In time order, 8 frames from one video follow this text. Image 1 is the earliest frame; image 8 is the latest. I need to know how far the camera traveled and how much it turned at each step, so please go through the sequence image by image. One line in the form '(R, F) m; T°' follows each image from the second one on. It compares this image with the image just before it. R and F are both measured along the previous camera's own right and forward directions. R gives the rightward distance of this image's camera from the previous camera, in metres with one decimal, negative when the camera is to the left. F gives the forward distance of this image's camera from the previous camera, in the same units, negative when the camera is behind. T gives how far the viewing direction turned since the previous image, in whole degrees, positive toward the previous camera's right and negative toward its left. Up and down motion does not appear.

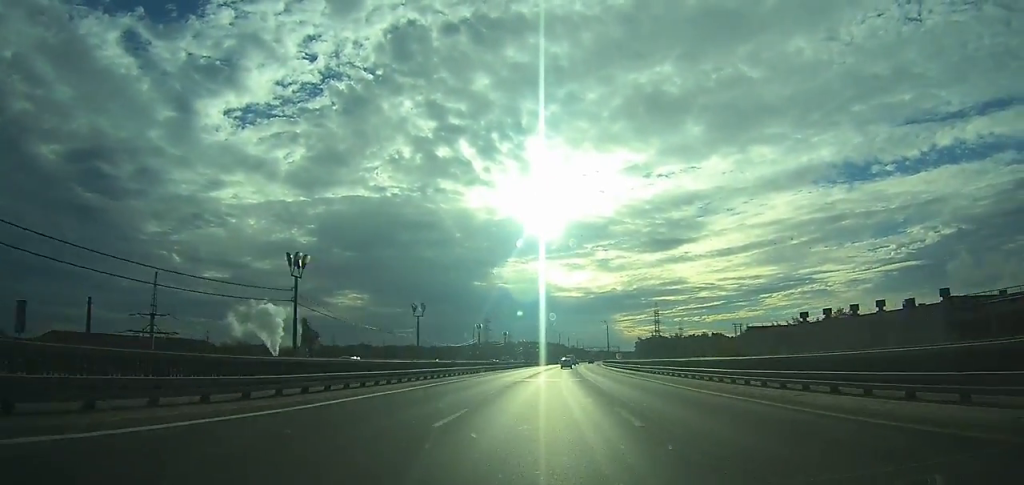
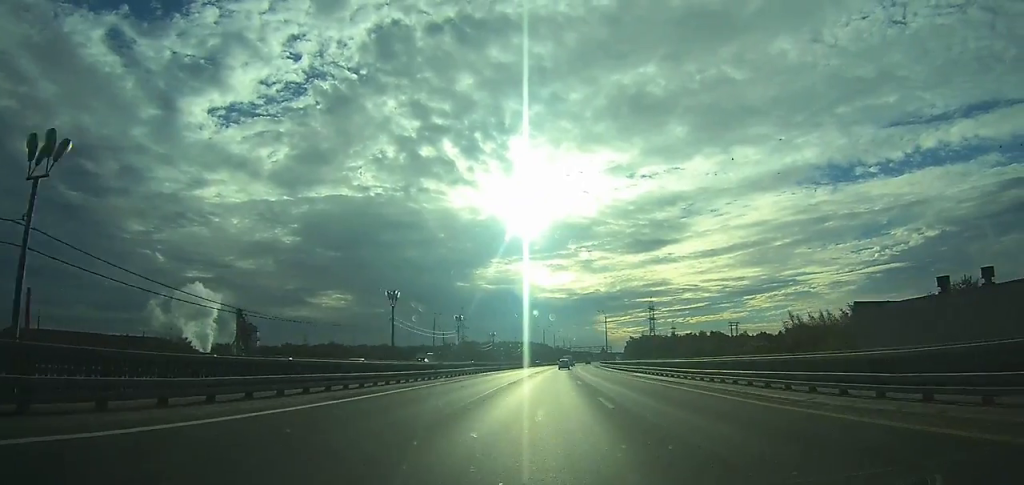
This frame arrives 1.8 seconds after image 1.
(+0.4, +42.9) m; +1°
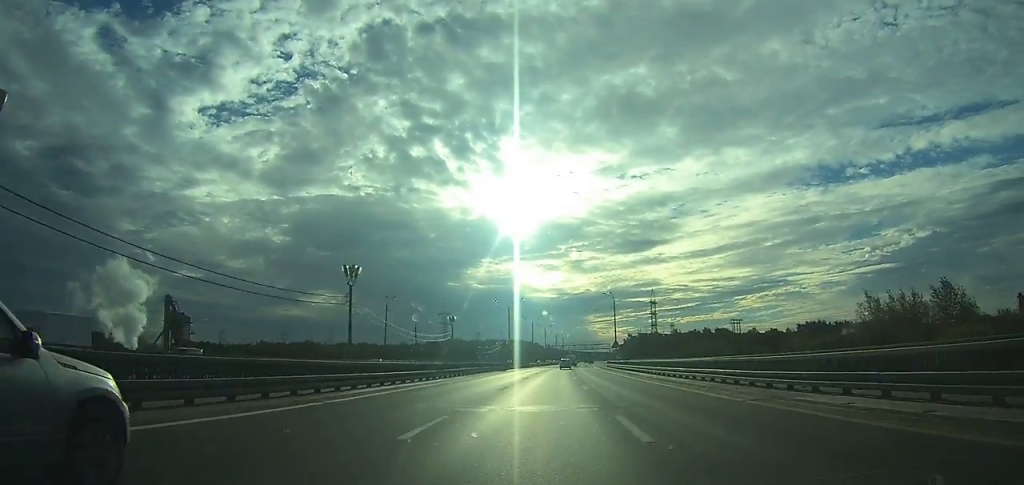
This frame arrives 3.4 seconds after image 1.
(+0.5, +37.9) m; +1°
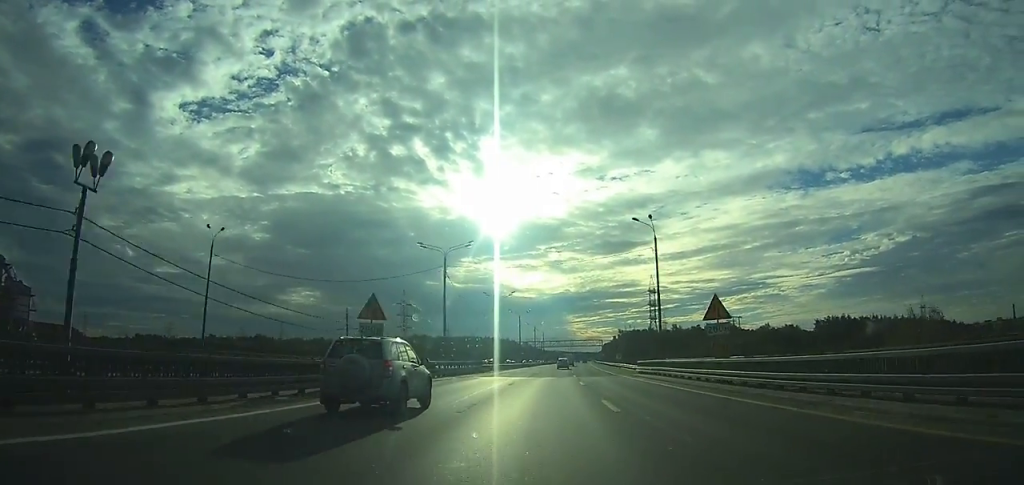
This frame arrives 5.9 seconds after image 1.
(+1.0, +58.2) m; +3°
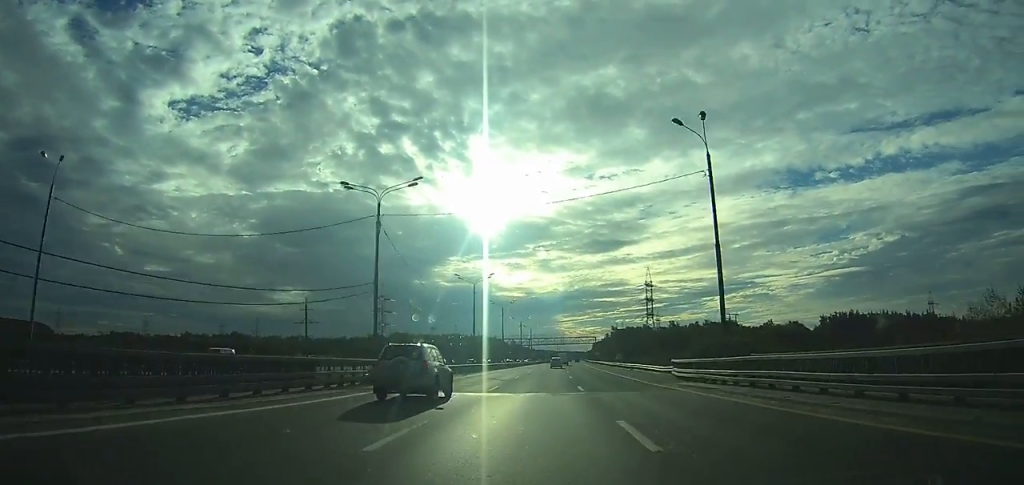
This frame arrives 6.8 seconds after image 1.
(+0.4, +22.0) m; +1°
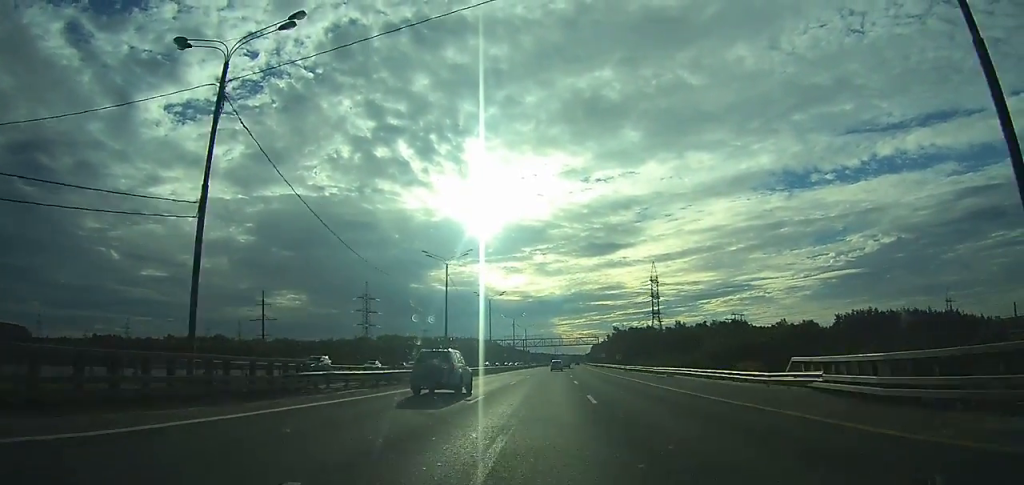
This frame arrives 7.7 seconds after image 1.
(+0.2, +22.0) m; +1°
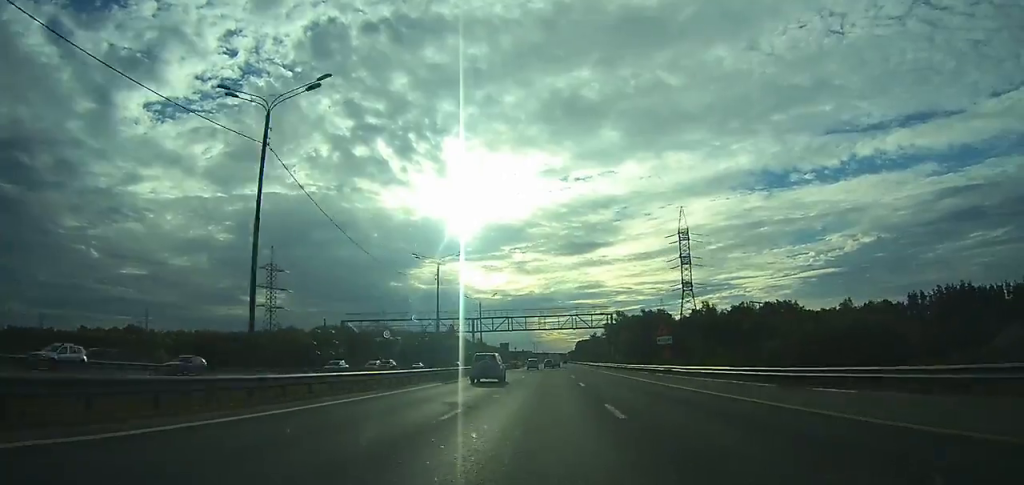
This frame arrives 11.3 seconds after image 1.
(+1.8, +84.6) m; +2°
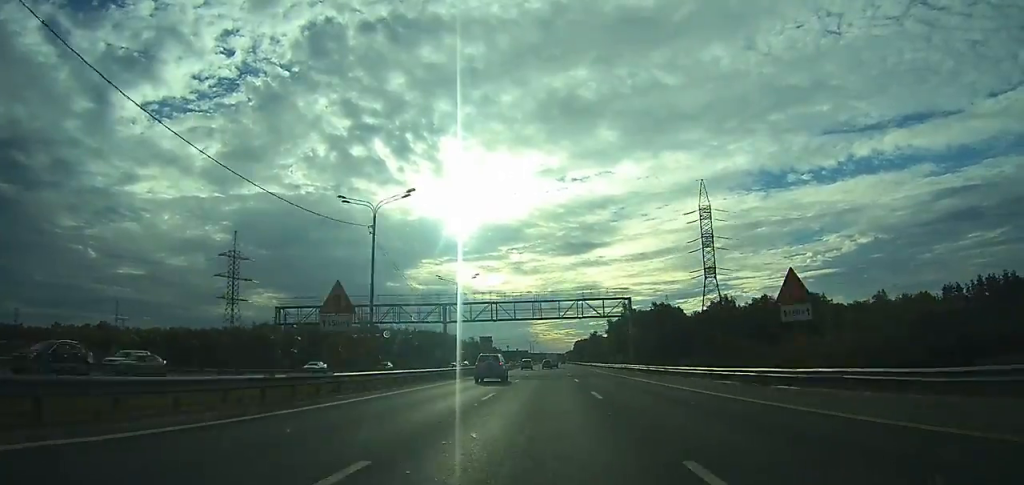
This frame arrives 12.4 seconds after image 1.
(+0.1, +24.9) m; +1°
